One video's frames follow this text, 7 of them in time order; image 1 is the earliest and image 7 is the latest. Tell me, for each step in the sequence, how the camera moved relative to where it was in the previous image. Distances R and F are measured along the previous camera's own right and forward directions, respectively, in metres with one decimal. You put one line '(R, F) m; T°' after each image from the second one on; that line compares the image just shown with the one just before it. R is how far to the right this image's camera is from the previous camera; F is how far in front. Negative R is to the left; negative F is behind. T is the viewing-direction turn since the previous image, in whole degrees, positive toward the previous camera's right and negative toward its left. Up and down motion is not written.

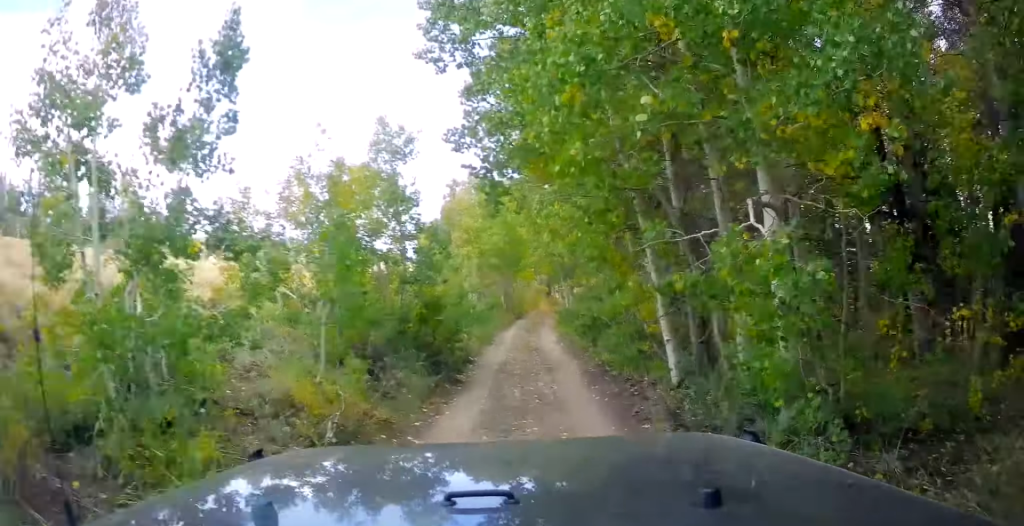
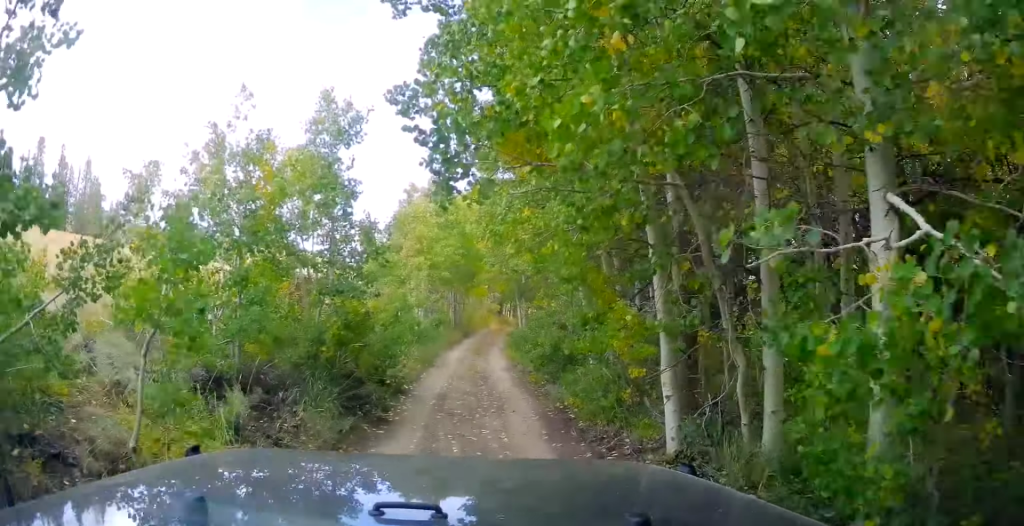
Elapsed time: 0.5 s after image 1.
(0.0, +2.6) m; 0°
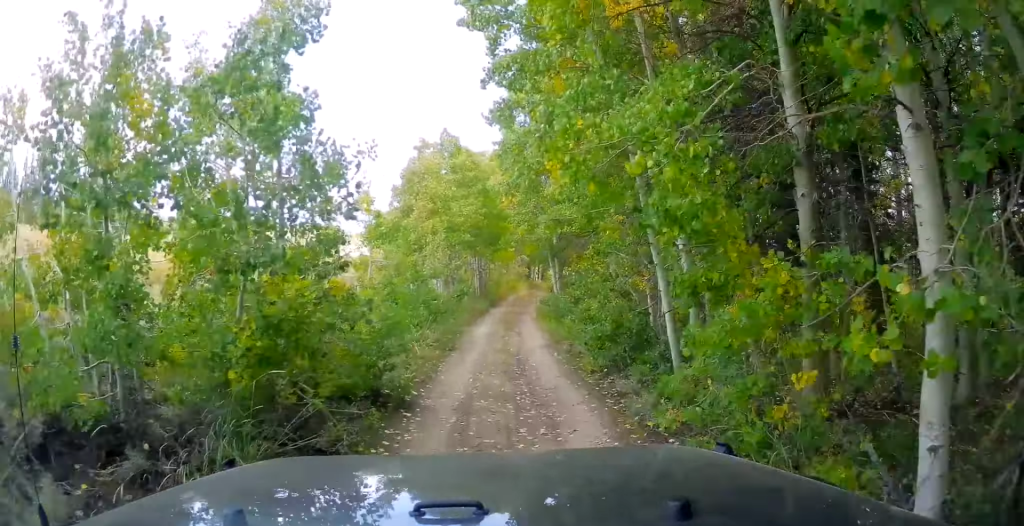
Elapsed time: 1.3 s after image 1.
(0.0, +3.8) m; 0°
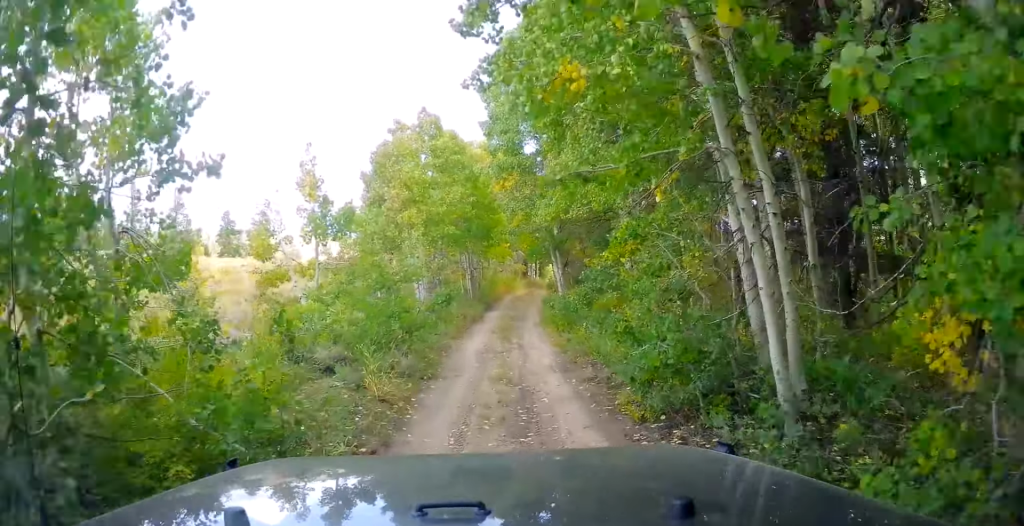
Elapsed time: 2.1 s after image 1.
(0.0, +2.5) m; 0°
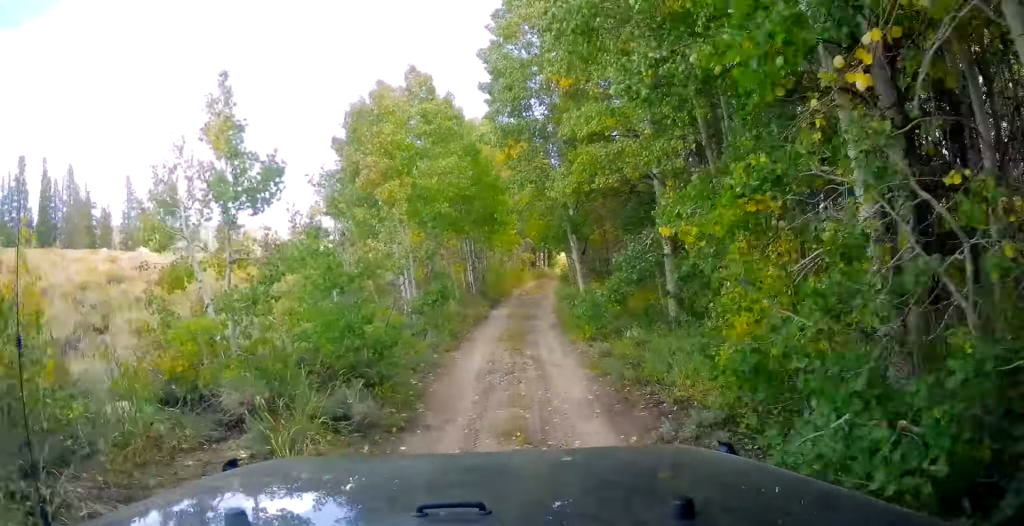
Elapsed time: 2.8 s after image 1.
(0.0, +2.9) m; 0°
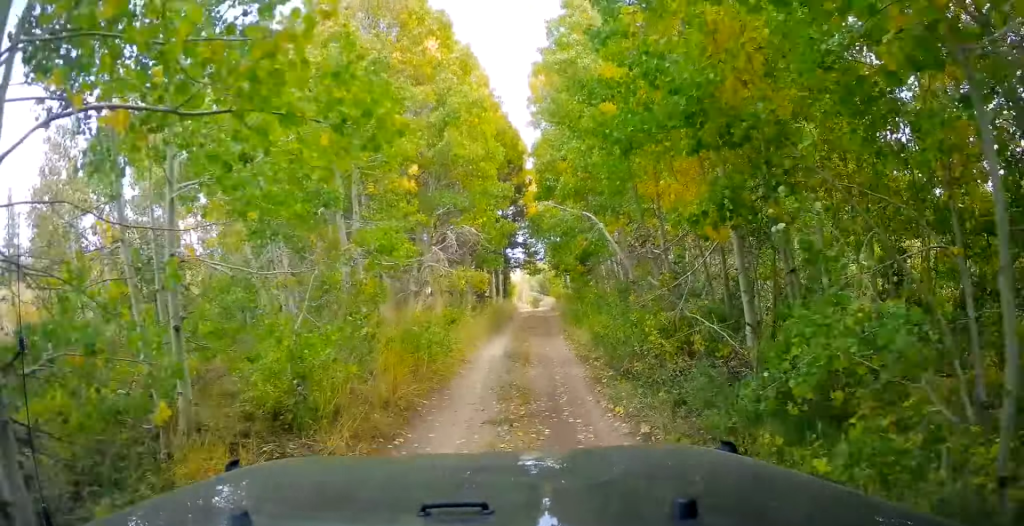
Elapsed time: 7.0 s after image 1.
(-0.2, +26.8) m; +3°
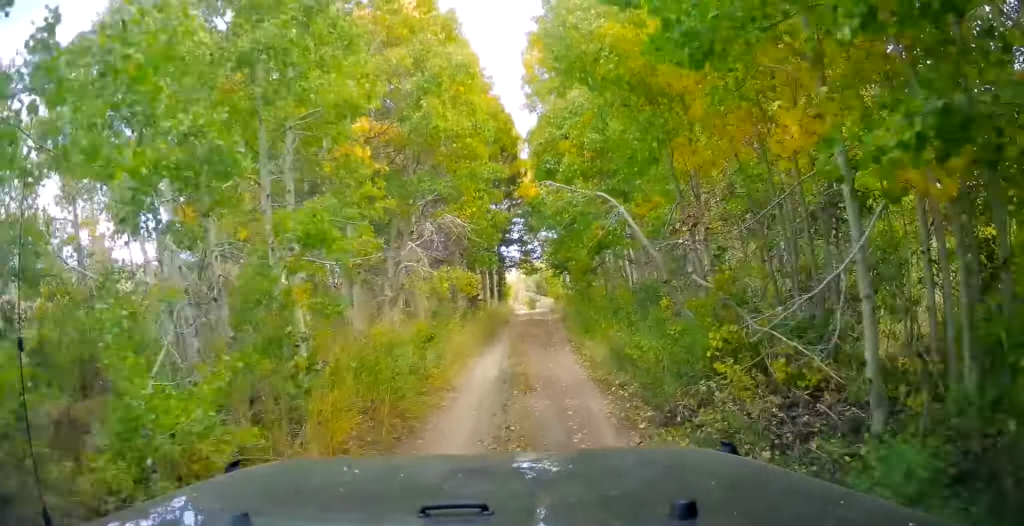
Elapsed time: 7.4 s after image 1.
(+0.1, +3.1) m; +1°
